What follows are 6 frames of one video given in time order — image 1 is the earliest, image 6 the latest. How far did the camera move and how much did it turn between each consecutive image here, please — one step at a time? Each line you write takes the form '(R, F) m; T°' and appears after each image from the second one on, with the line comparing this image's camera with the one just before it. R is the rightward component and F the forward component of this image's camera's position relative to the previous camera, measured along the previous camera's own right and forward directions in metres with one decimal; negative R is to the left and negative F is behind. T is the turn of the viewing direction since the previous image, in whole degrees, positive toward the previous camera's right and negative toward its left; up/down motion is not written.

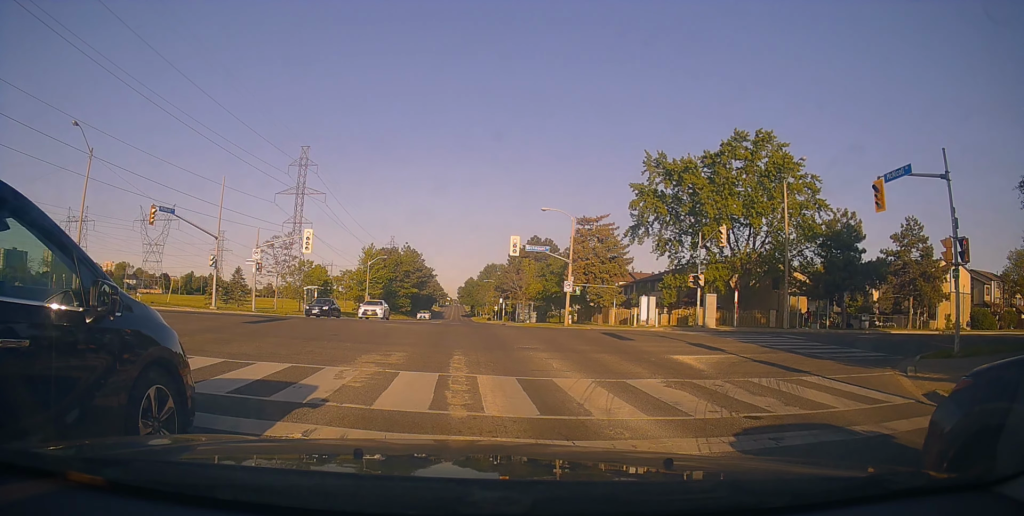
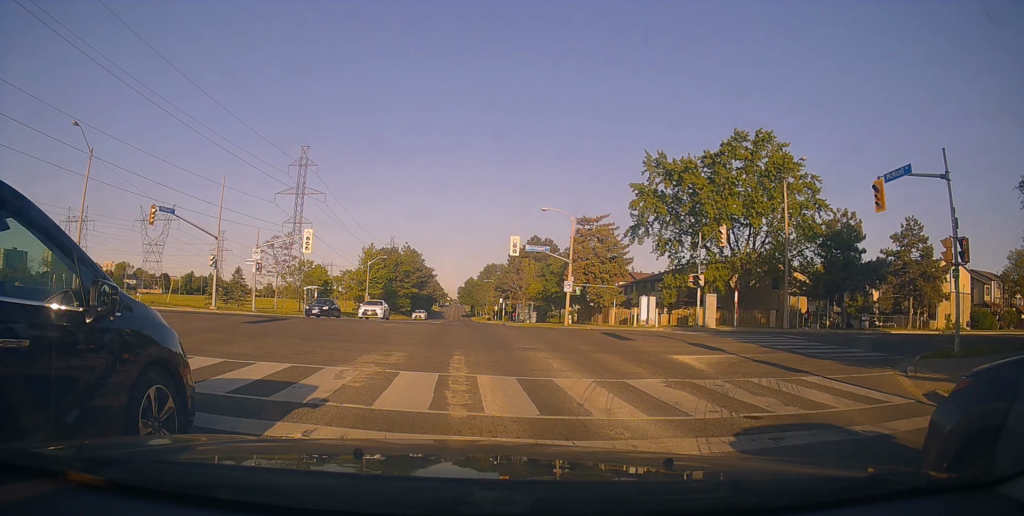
(0.0, 0.0) m; 0°
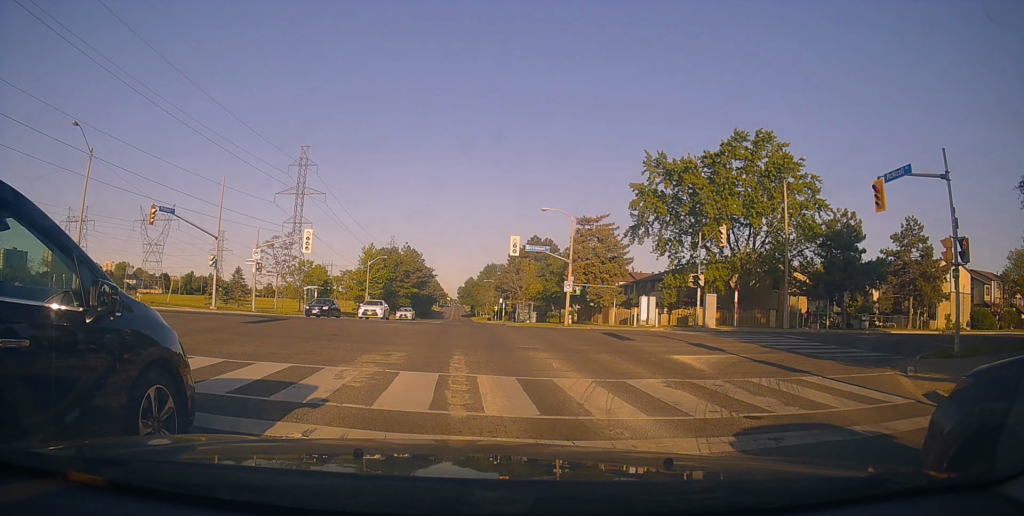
(0.0, 0.0) m; 0°
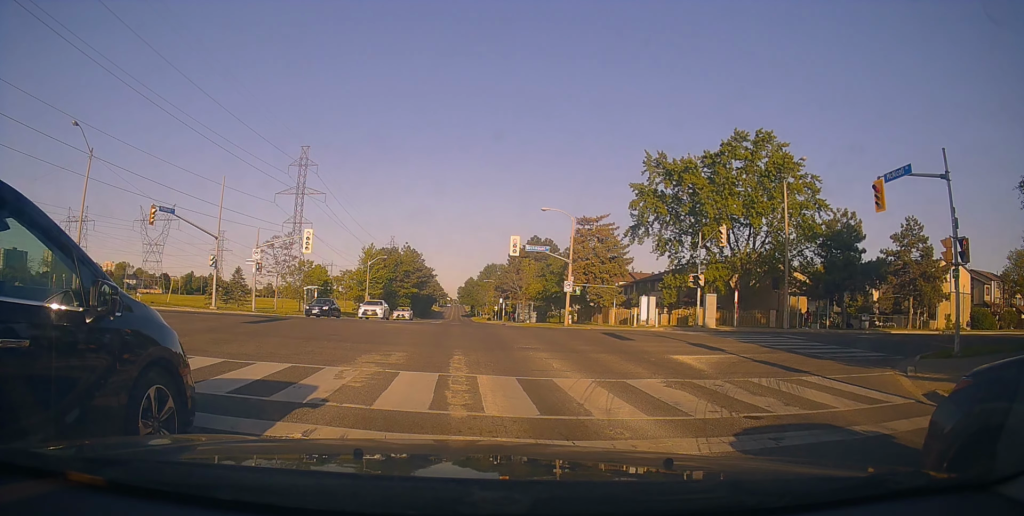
(0.0, 0.0) m; 0°
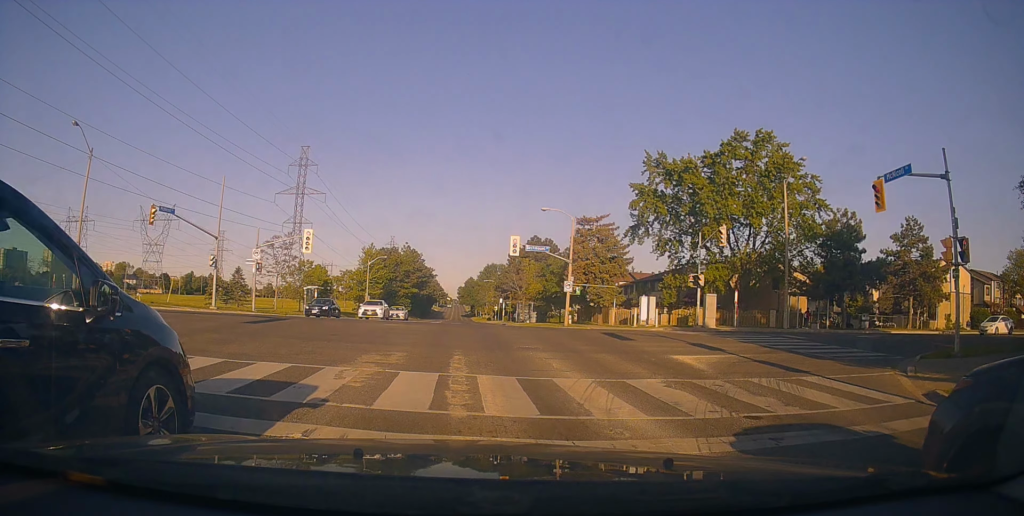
(0.0, 0.0) m; 0°
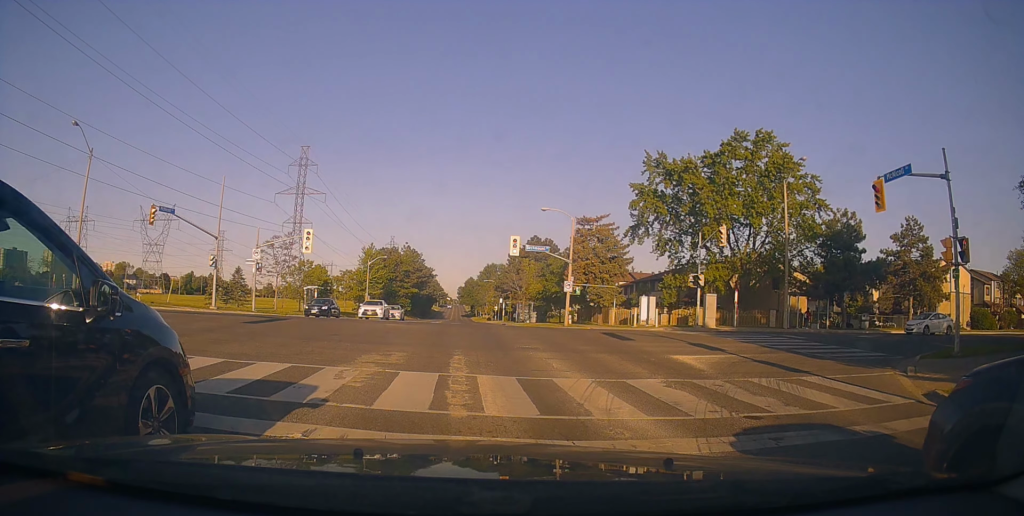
(0.0, 0.0) m; 0°
